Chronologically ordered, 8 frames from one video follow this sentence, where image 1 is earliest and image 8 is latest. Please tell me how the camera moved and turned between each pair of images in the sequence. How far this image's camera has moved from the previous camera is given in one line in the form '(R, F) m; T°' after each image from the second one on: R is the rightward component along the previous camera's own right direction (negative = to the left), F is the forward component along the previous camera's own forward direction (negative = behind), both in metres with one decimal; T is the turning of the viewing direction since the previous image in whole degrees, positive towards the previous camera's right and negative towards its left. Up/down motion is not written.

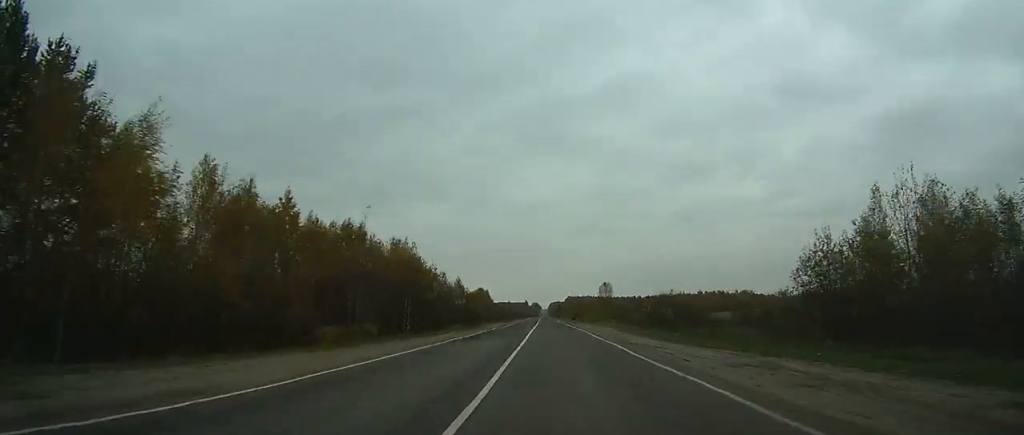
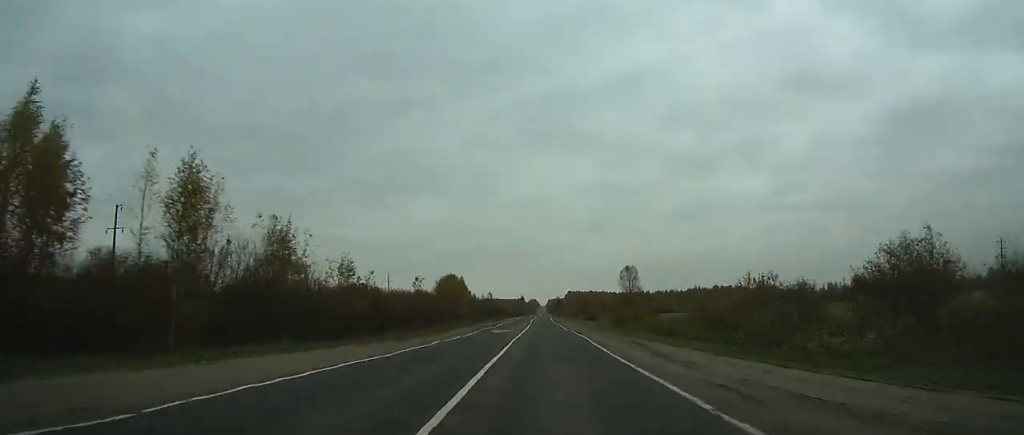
(0.0, +68.8) m; 0°
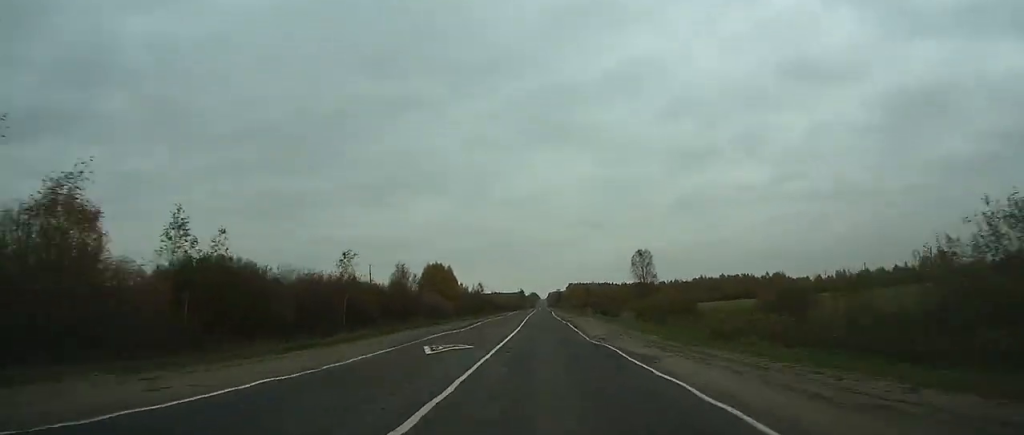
(0.0, +21.6) m; 0°
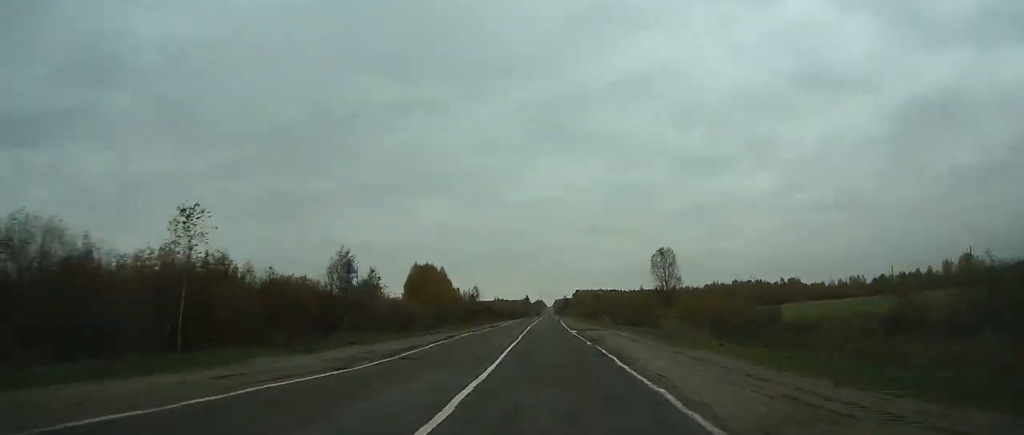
(0.0, +18.5) m; 0°
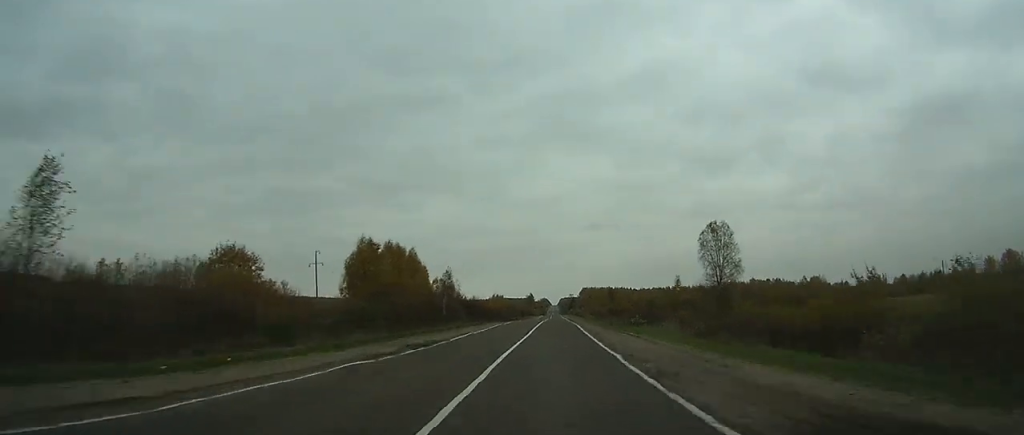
(-0.1, +35.7) m; 0°
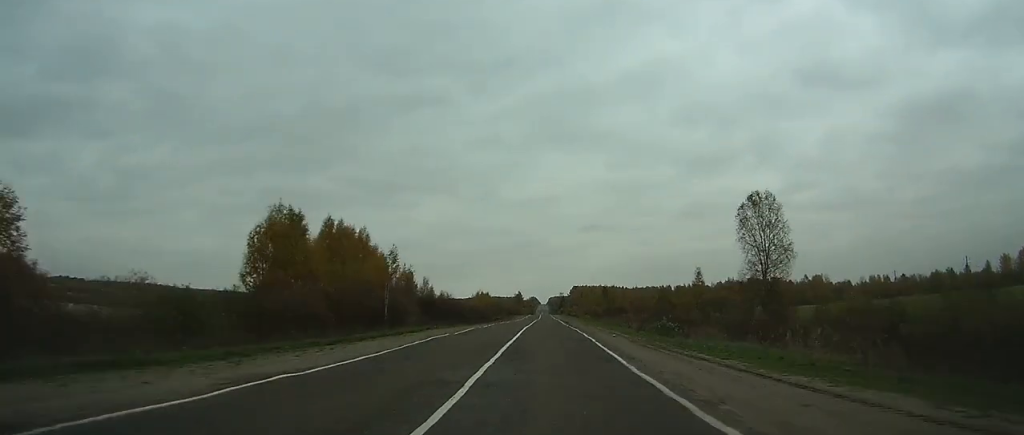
(-0.1, +23.6) m; 0°
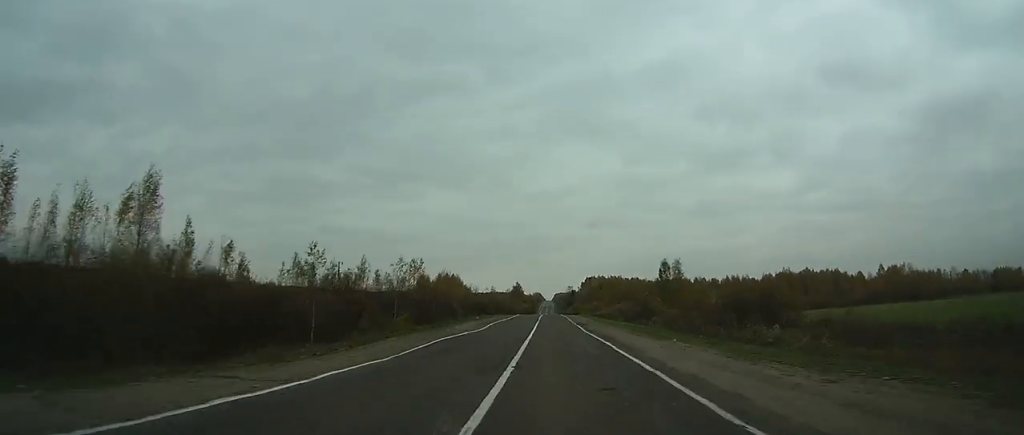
(-0.1, +102.6) m; 0°
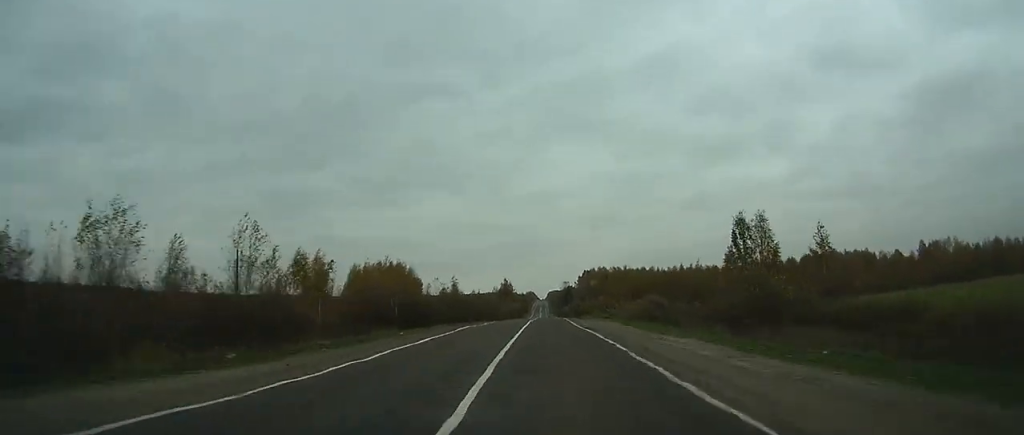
(+0.2, +48.3) m; 0°
